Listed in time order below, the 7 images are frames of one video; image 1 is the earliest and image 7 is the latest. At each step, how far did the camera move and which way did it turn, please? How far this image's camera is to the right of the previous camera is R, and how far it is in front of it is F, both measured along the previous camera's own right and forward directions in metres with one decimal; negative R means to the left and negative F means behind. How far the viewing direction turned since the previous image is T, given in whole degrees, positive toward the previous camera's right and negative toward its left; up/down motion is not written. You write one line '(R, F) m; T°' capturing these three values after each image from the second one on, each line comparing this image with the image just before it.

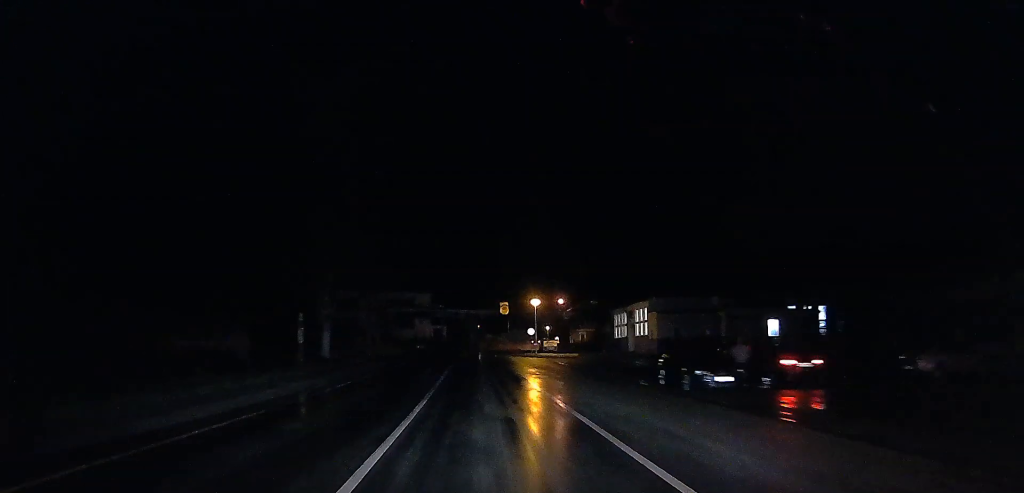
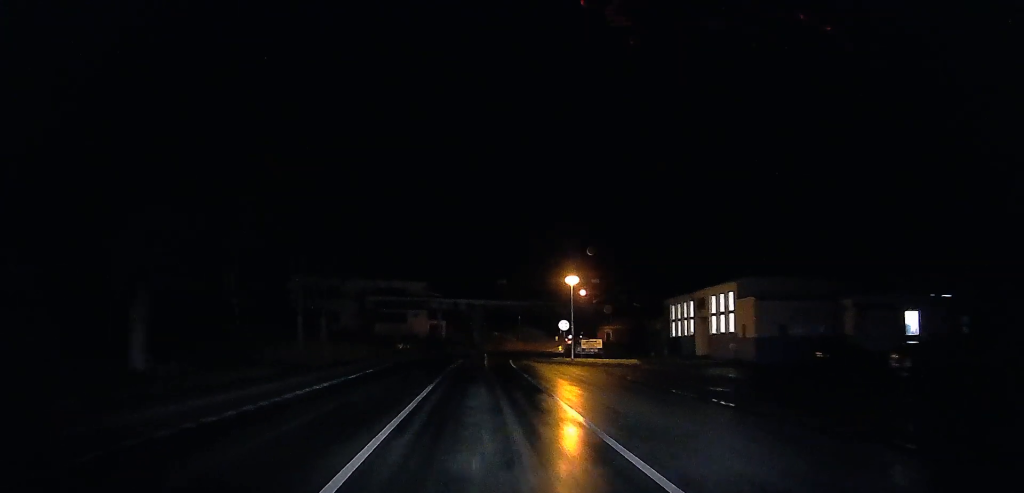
(0.0, +23.5) m; 0°
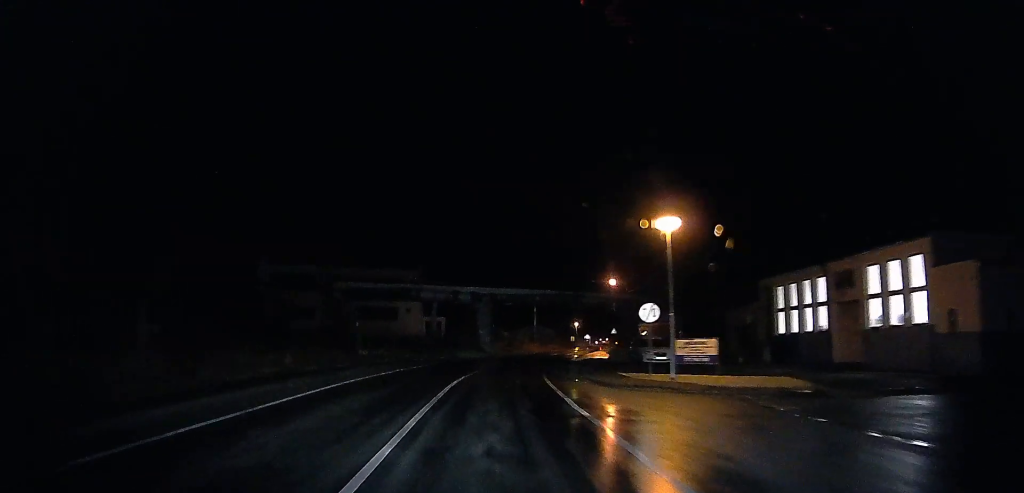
(+0.1, +22.2) m; 0°
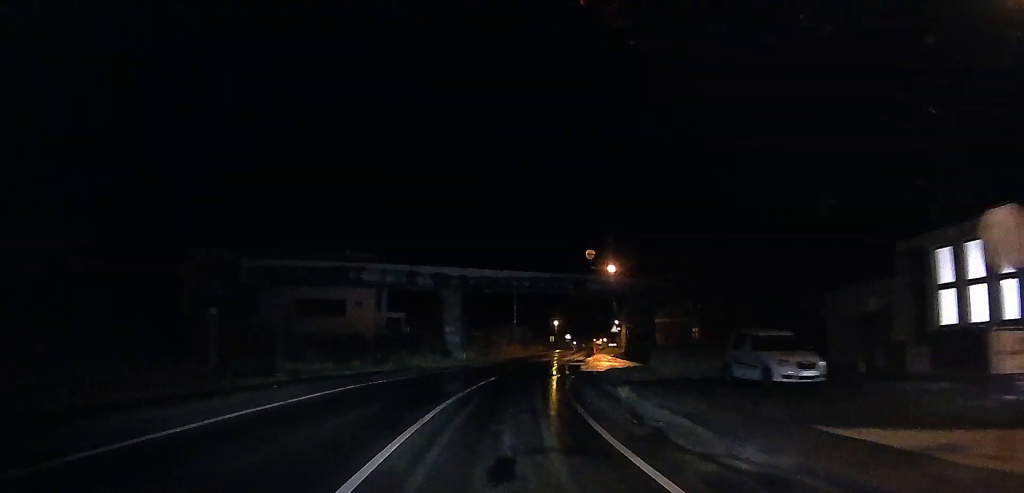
(0.0, +19.1) m; +3°
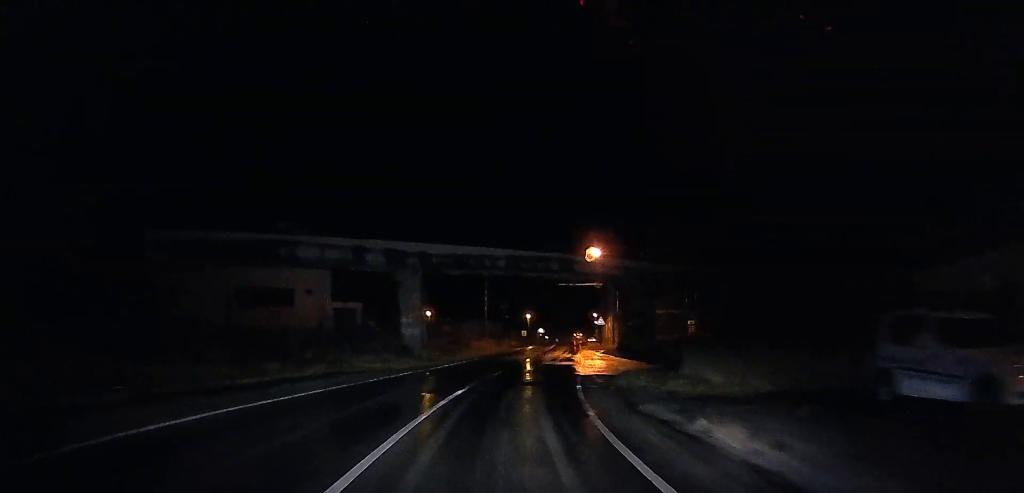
(+0.3, +9.8) m; +2°
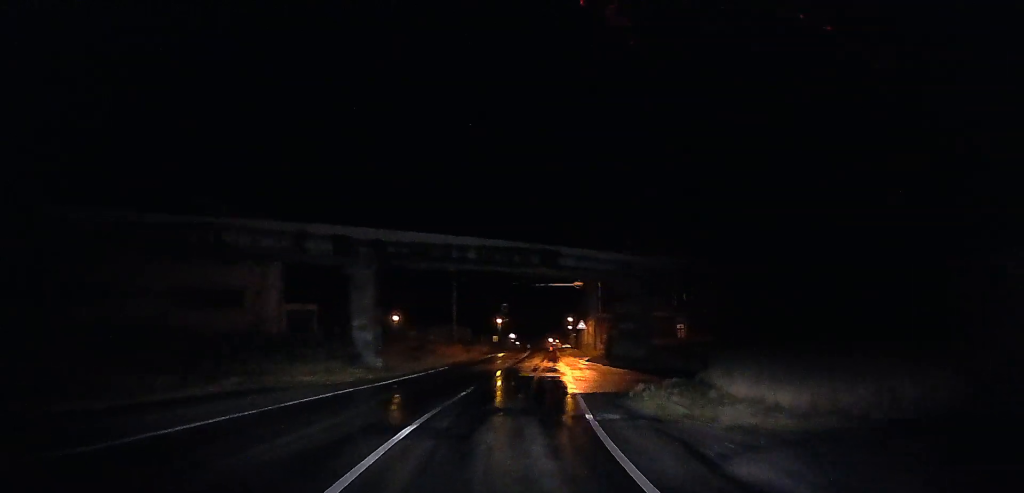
(+0.3, +6.7) m; +2°
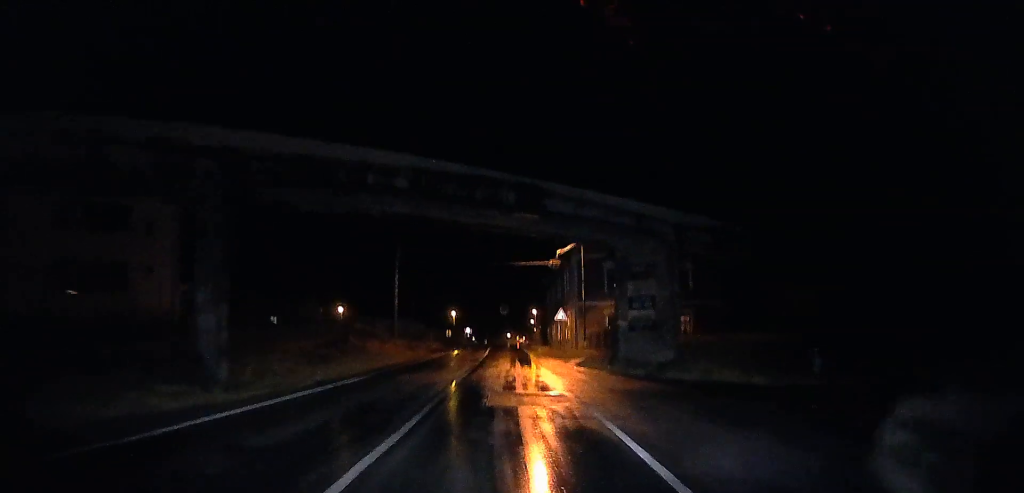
(+0.2, +14.7) m; +1°
